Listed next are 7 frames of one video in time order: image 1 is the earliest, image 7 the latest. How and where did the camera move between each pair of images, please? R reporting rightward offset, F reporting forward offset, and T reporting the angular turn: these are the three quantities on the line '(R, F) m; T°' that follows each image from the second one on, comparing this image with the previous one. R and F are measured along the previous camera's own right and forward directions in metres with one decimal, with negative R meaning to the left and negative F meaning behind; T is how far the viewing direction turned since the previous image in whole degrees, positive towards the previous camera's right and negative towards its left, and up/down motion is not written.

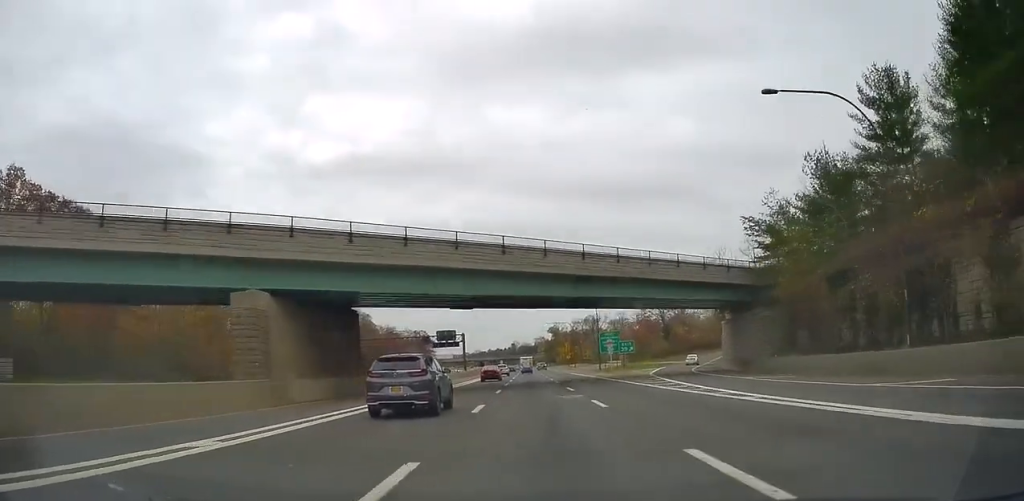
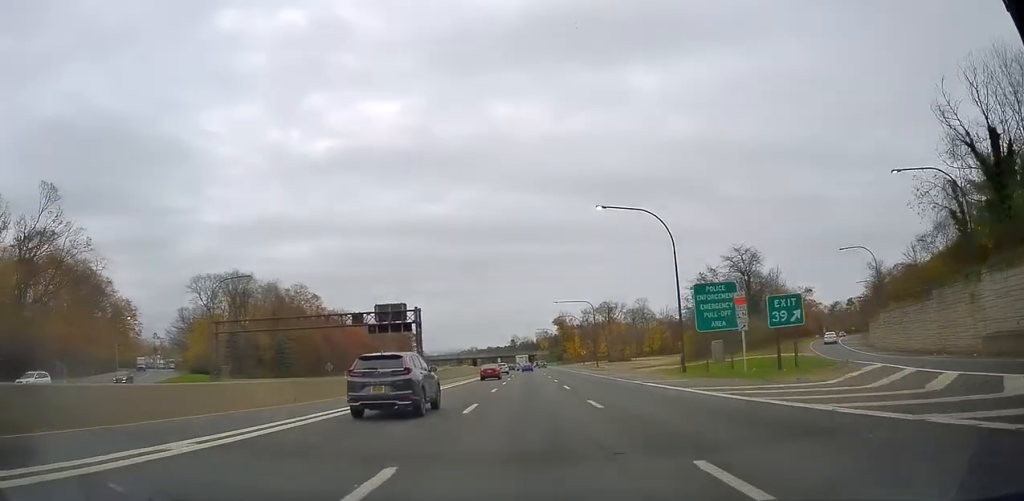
(0.0, +48.6) m; 0°
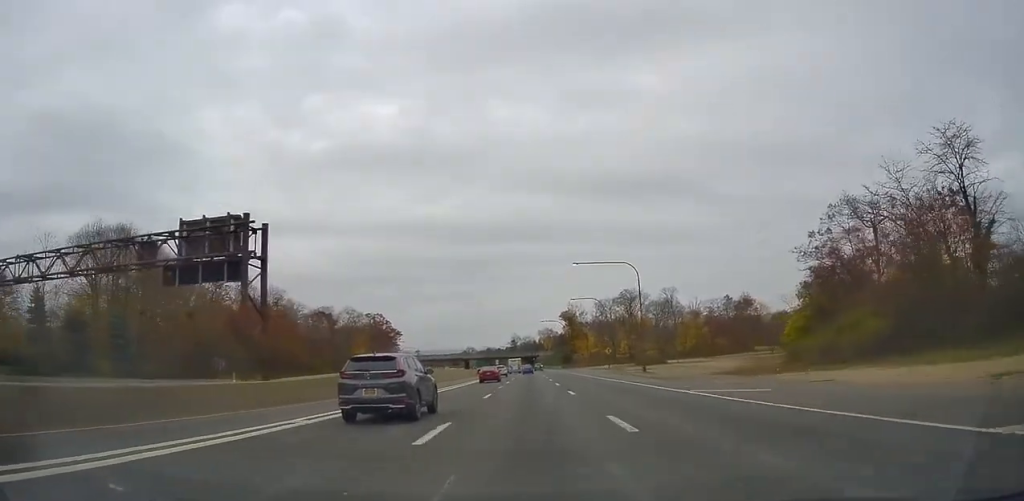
(+0.1, +42.7) m; 0°
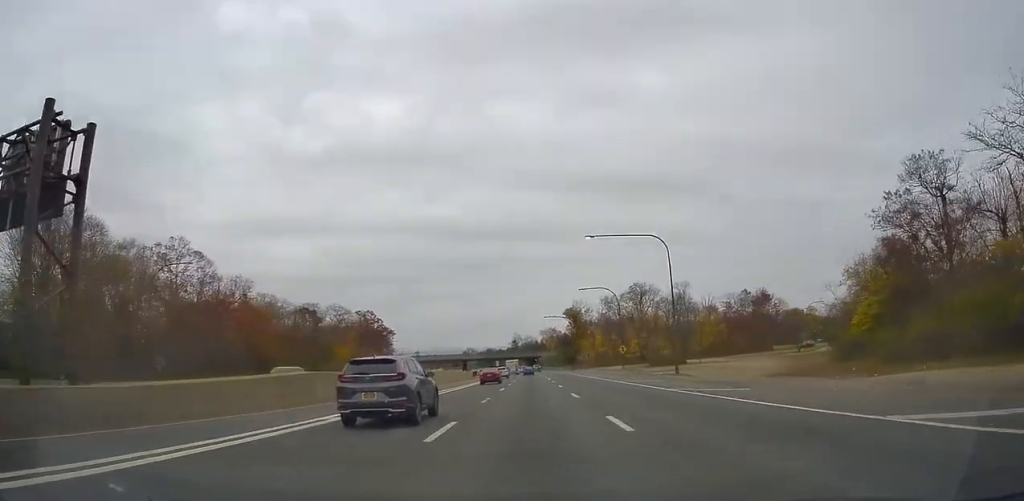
(+0.1, +13.7) m; 0°
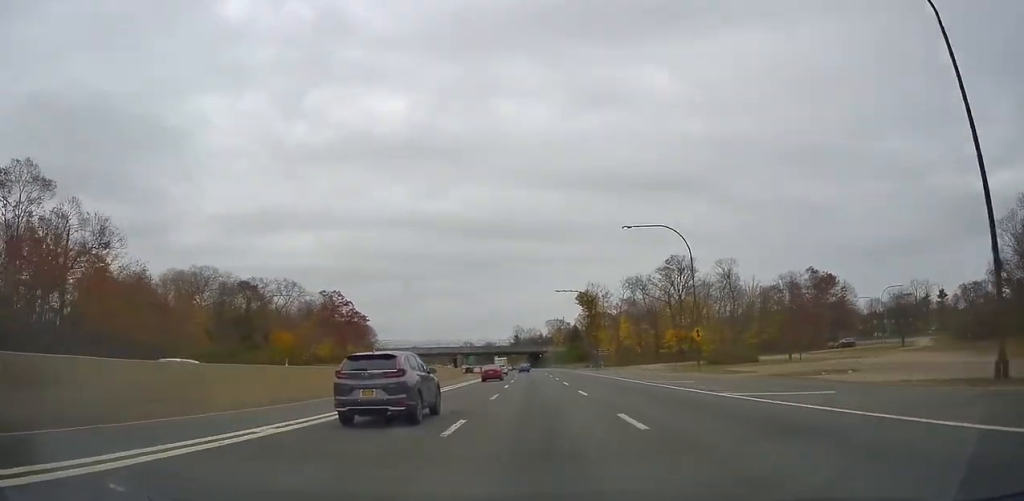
(-0.2, +37.3) m; 0°
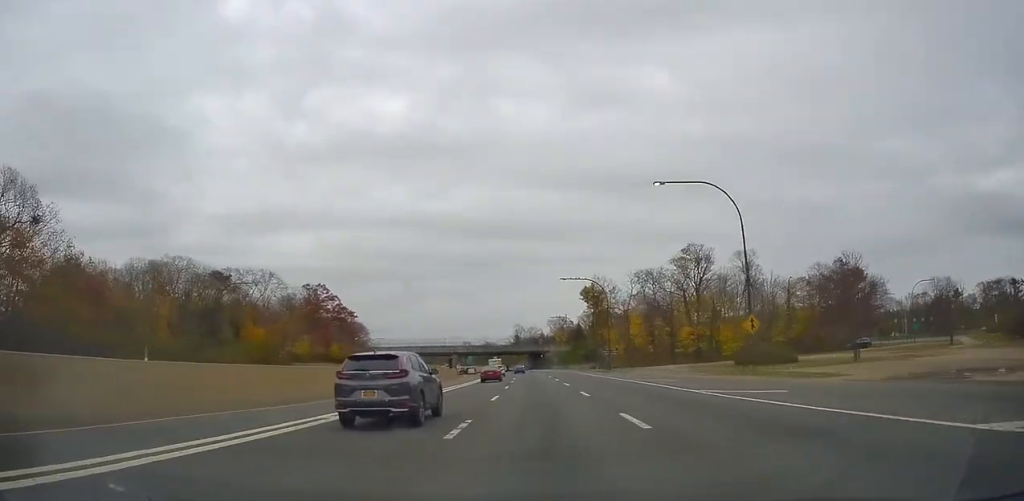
(+0.1, +12.2) m; 0°
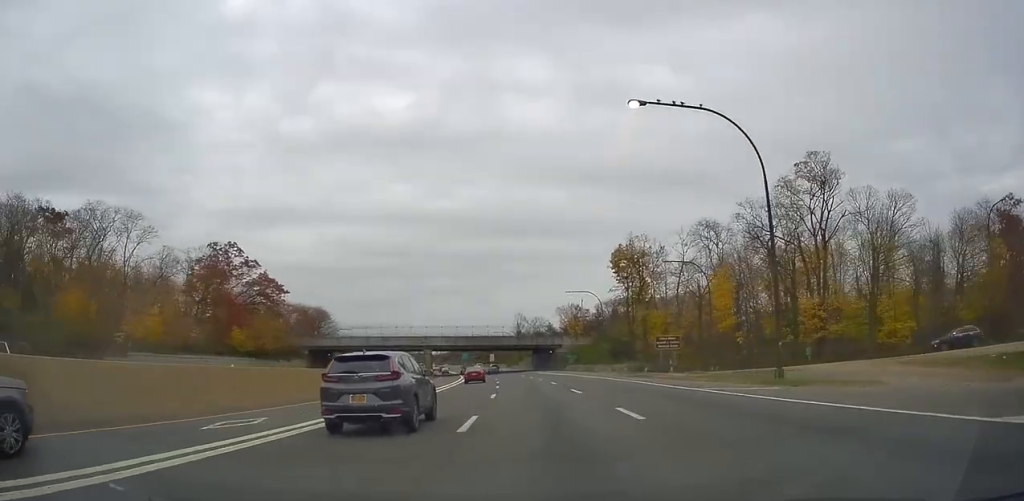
(+0.1, +47.3) m; 0°
